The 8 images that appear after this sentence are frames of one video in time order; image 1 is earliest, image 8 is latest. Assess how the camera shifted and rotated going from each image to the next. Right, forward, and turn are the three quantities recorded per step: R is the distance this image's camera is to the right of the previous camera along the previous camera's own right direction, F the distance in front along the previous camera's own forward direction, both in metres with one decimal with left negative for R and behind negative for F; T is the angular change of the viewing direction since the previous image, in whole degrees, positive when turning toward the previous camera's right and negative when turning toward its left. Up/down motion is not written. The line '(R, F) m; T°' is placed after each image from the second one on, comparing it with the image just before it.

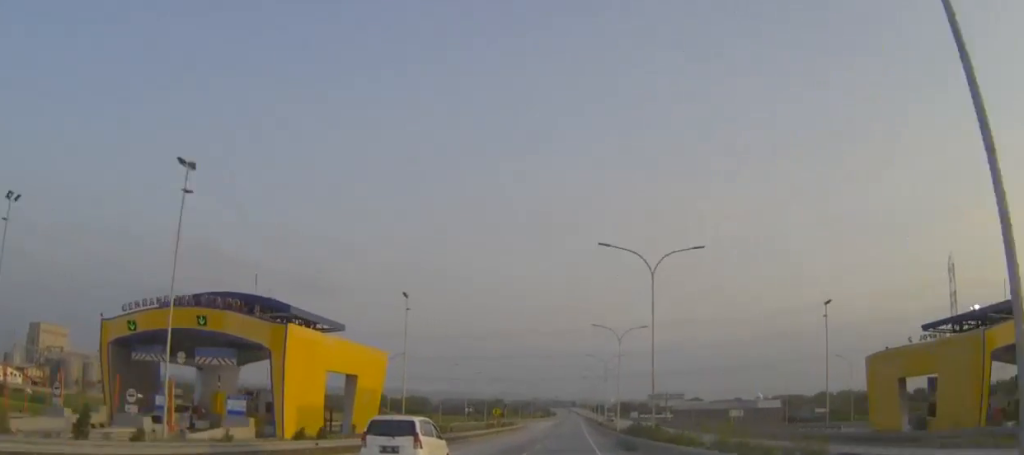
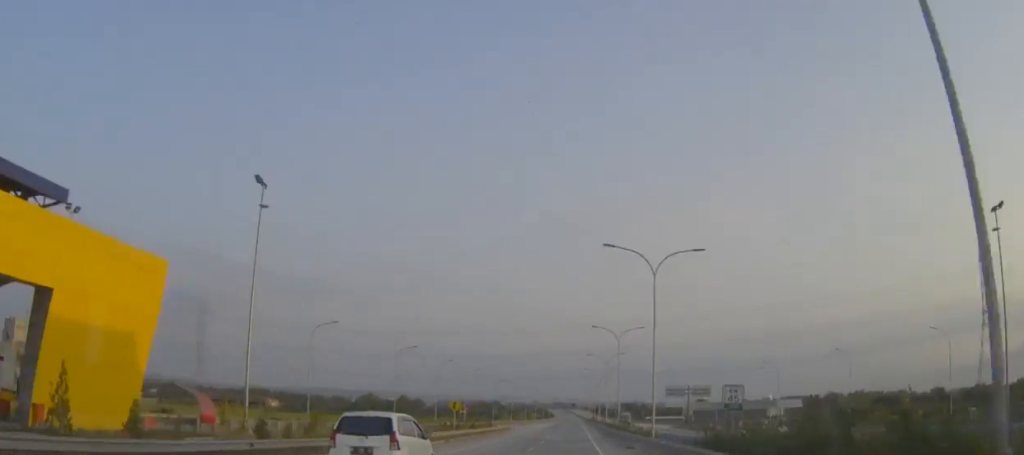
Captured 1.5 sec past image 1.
(-0.1, +34.4) m; 0°
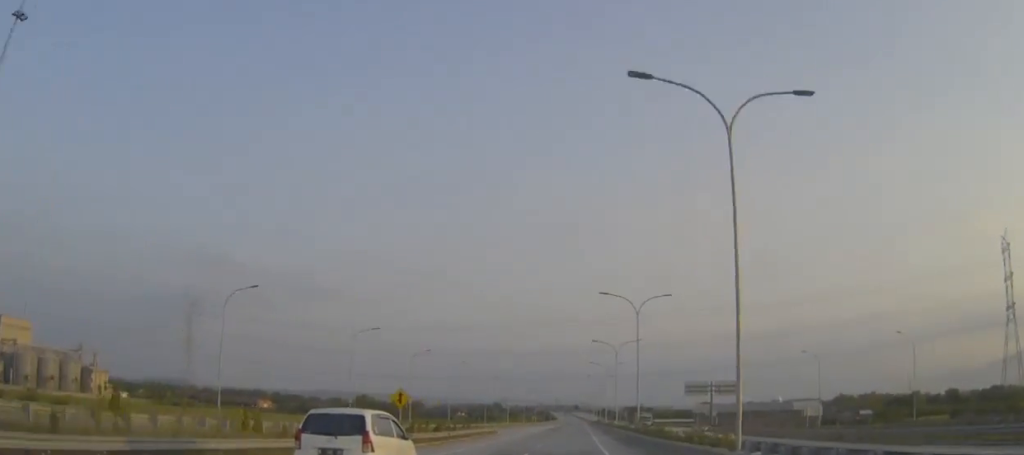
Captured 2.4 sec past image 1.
(0.0, +21.5) m; 0°
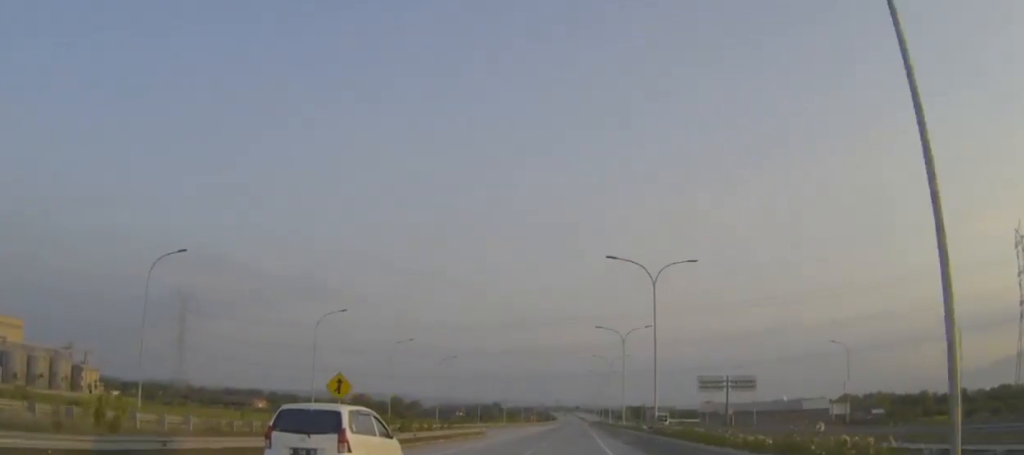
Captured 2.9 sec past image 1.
(0.0, +12.0) m; 0°
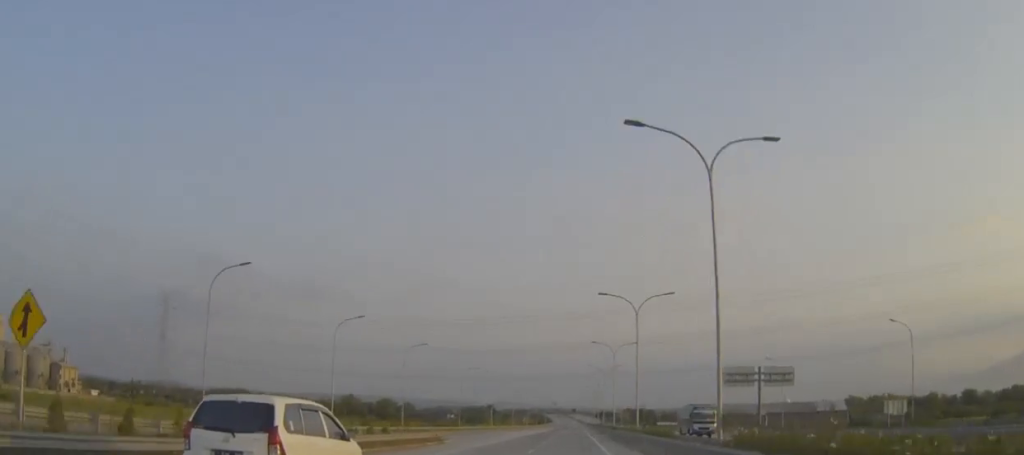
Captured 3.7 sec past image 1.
(0.0, +20.9) m; 0°
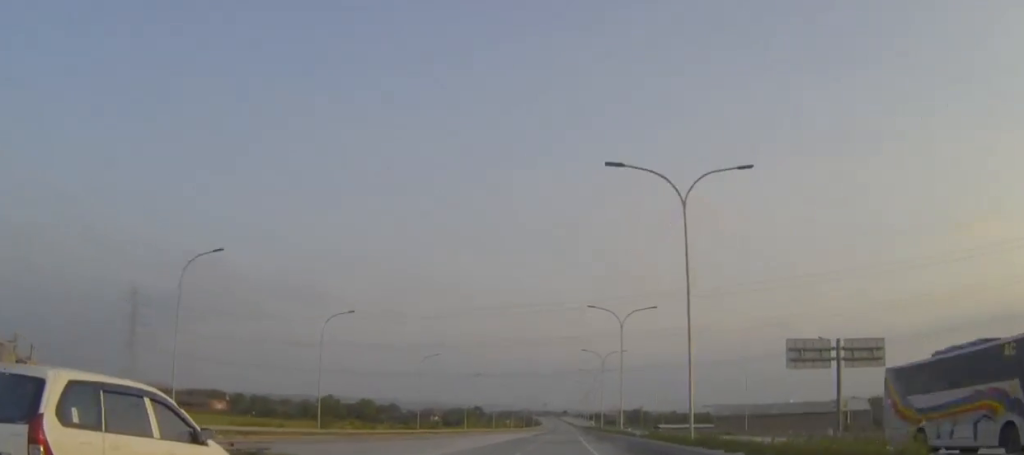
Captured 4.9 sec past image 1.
(0.0, +29.5) m; 0°
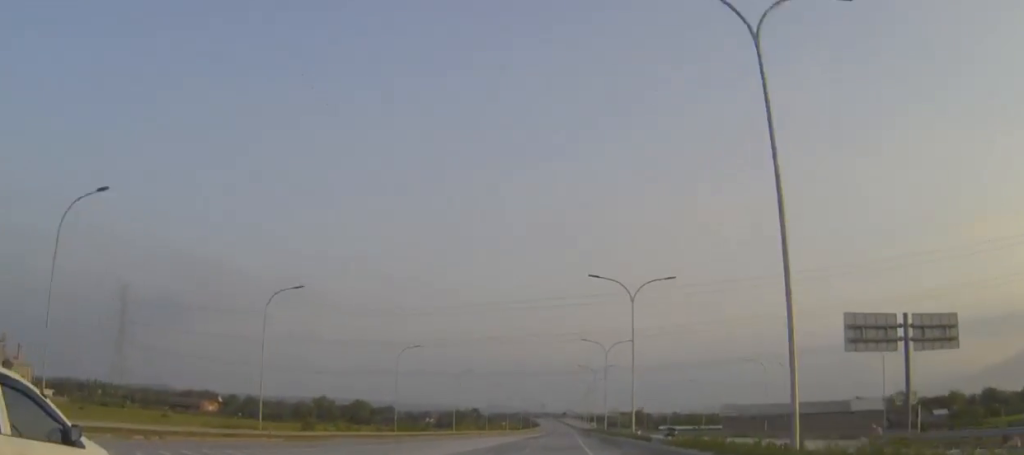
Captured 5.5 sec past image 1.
(0.0, +13.2) m; 0°
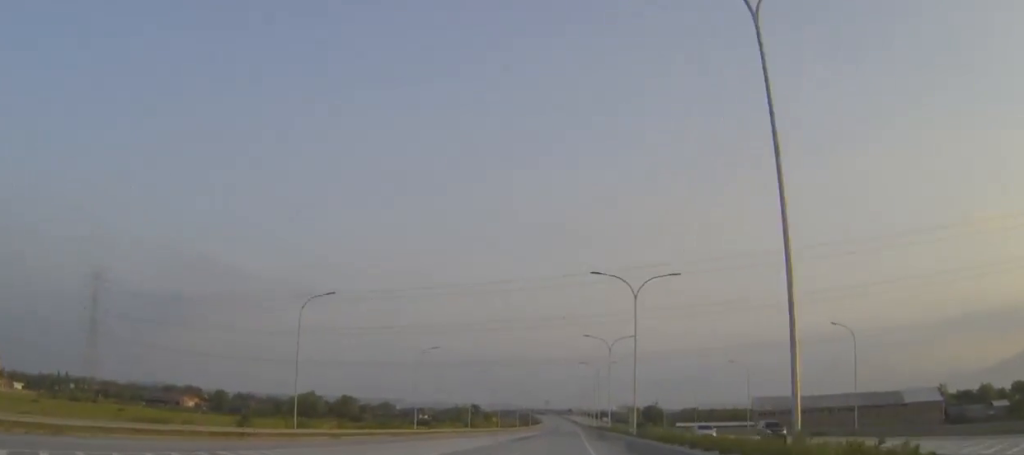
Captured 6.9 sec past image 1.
(+0.1, +35.8) m; 0°
